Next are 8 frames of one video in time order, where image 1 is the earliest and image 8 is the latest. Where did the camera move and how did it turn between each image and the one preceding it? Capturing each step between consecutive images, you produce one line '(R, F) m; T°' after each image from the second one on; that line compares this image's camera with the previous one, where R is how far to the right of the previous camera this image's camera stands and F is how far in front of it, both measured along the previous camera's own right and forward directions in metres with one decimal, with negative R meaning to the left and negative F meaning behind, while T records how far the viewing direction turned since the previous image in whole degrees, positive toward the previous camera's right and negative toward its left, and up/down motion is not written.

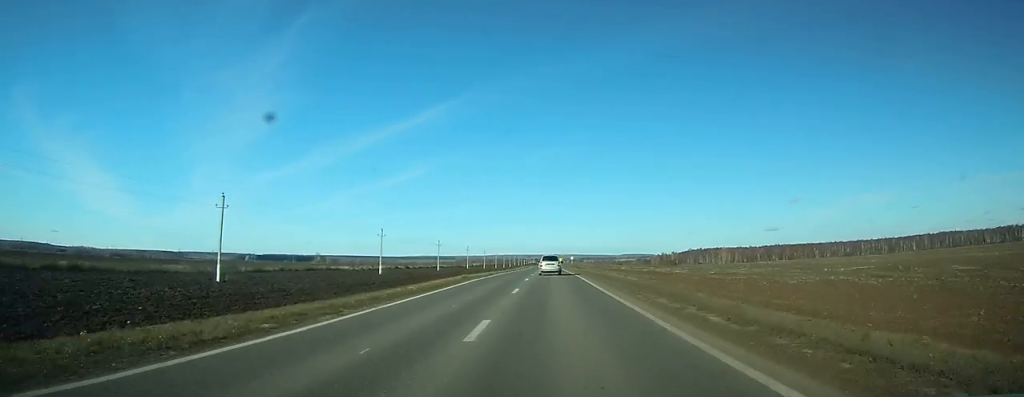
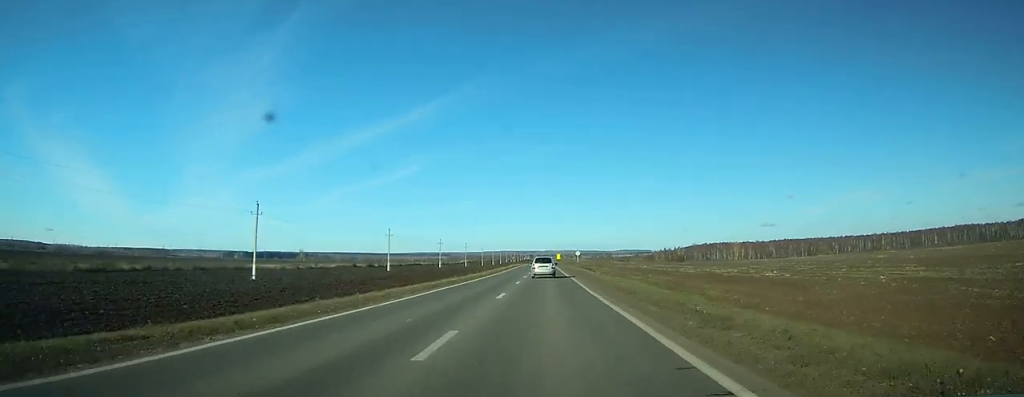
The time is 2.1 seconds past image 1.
(+0.2, +51.3) m; 0°
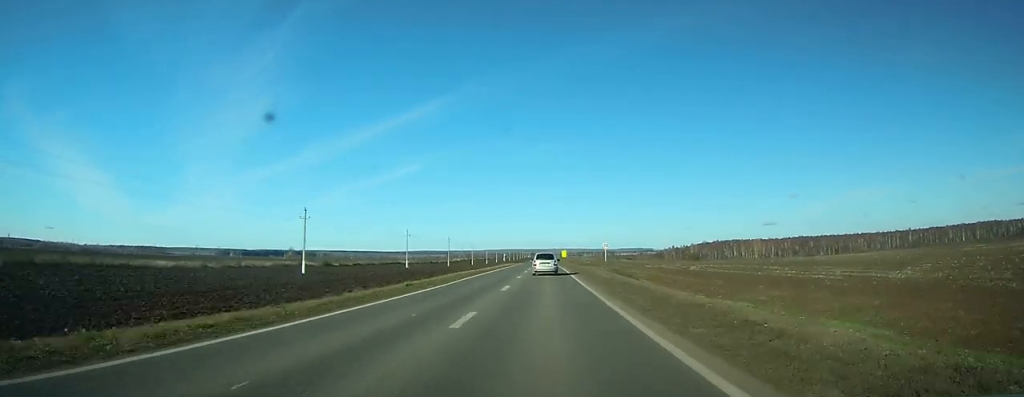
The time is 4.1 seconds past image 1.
(+0.1, +46.7) m; 0°
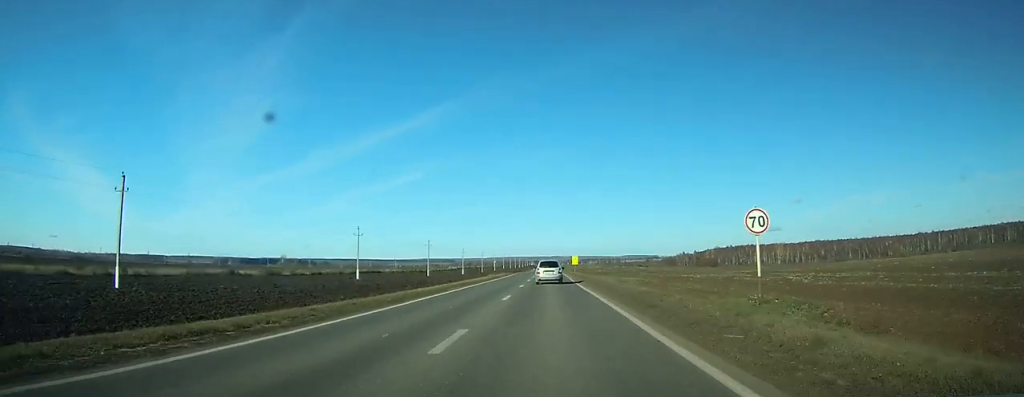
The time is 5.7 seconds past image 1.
(-0.1, +39.7) m; 0°
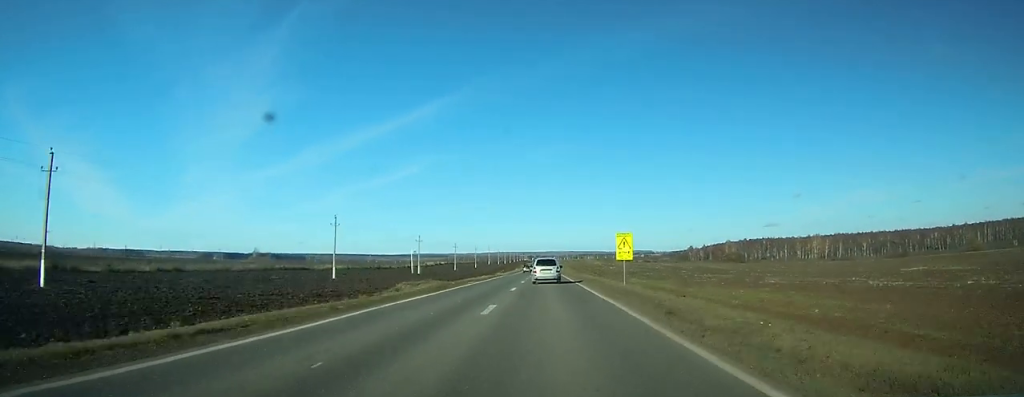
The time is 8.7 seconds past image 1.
(0.0, +63.0) m; 0°
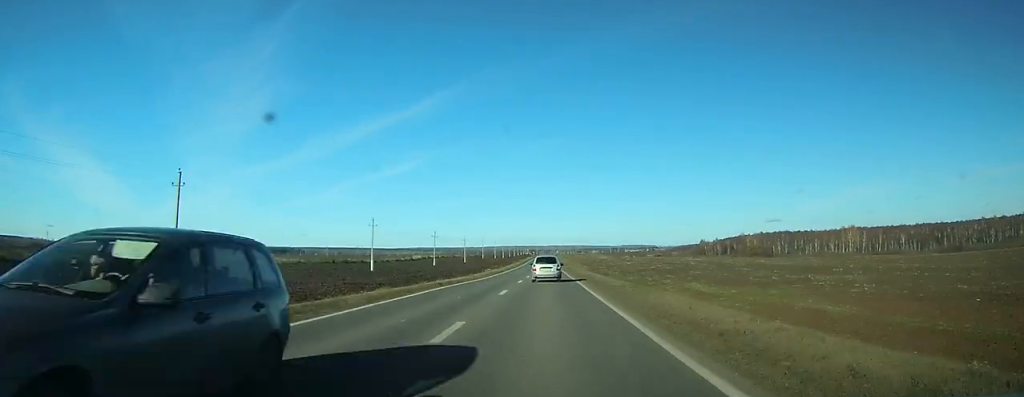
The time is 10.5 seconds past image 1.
(0.0, +38.3) m; 0°
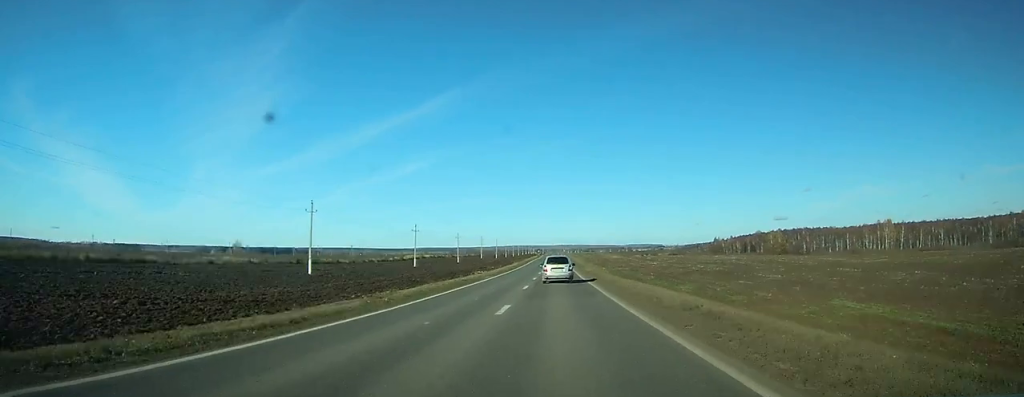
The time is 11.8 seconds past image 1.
(0.0, +28.8) m; 0°
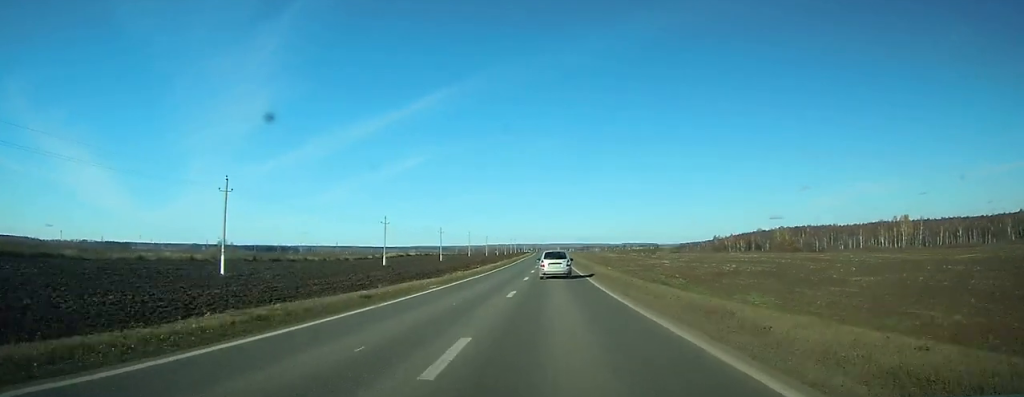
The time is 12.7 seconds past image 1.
(0.0, +19.1) m; 0°
